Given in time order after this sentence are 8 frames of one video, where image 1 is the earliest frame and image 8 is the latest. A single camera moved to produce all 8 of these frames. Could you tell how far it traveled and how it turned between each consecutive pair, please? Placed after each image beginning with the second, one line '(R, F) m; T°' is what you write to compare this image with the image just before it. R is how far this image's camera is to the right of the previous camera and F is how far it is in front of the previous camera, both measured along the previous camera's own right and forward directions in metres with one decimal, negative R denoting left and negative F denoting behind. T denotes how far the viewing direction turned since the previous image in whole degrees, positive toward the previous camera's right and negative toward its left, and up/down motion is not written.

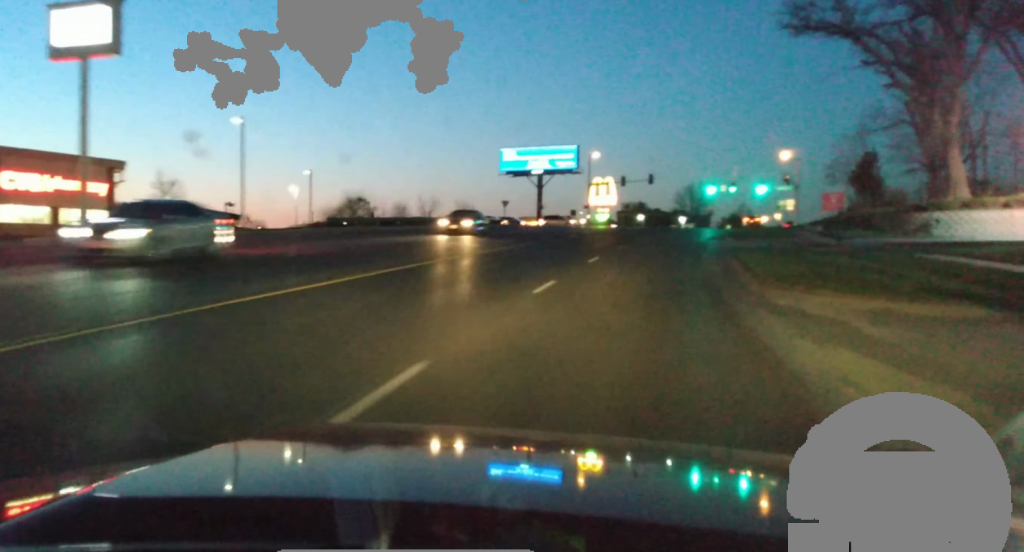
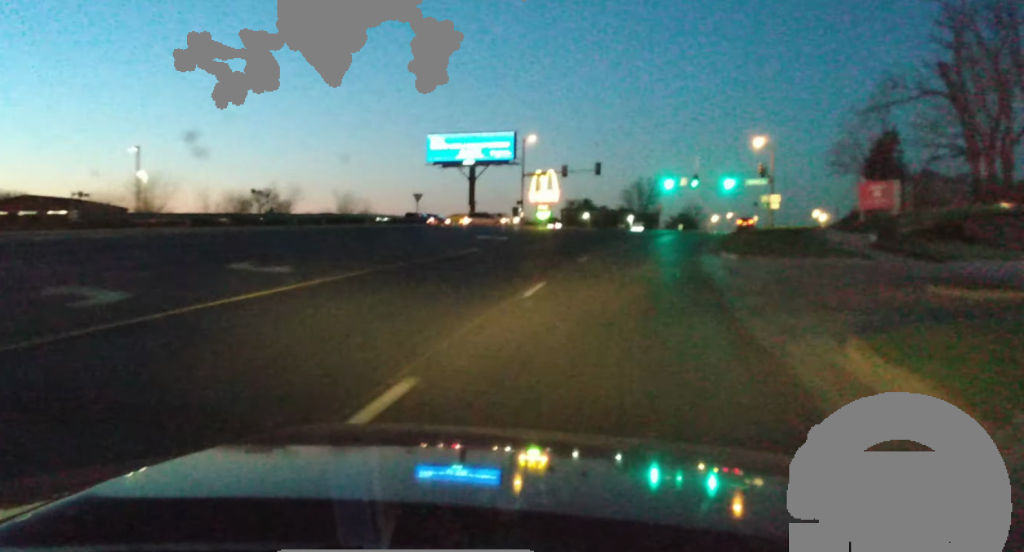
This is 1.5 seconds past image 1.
(+0.4, +24.5) m; +3°
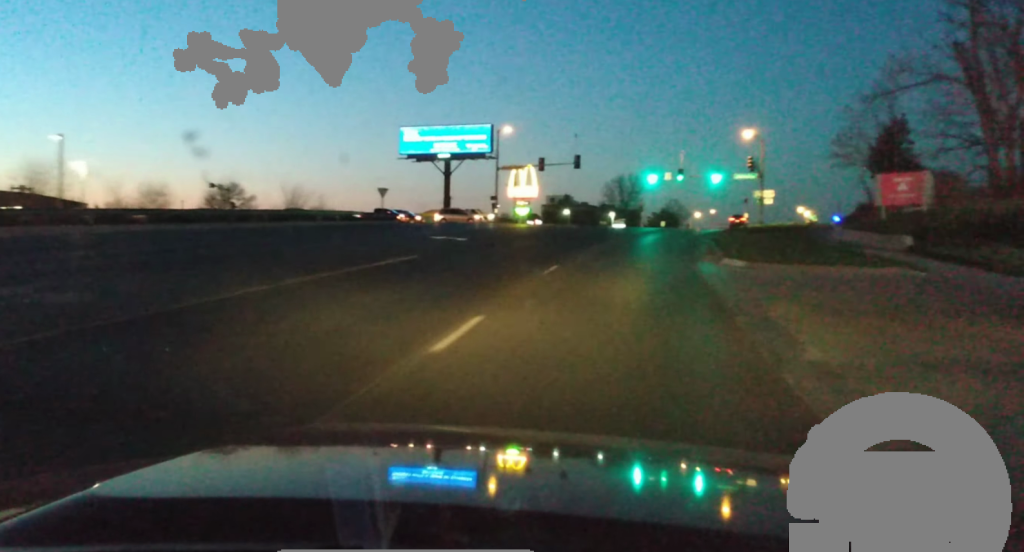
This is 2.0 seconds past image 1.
(+0.3, +6.9) m; +1°
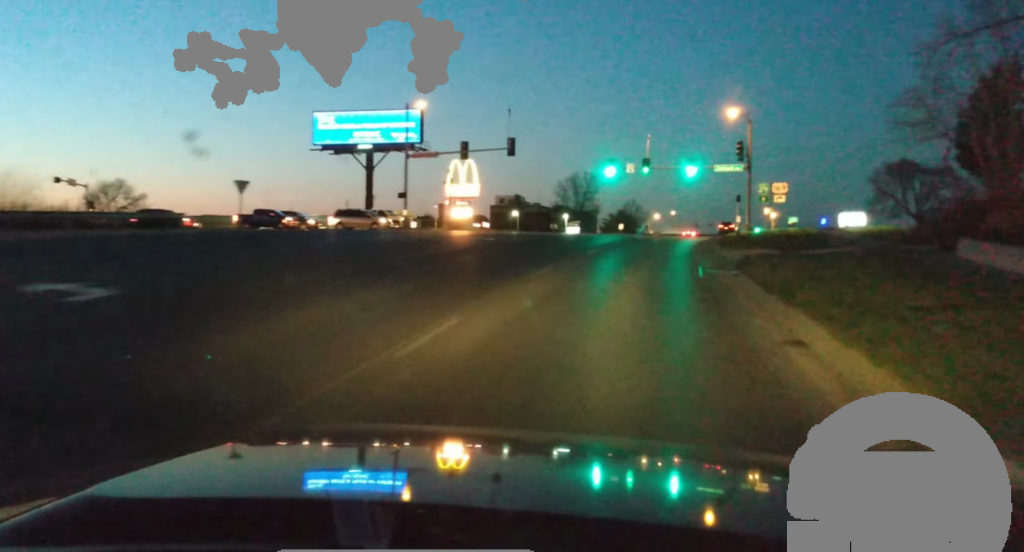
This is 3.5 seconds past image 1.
(+0.1, +24.1) m; +2°
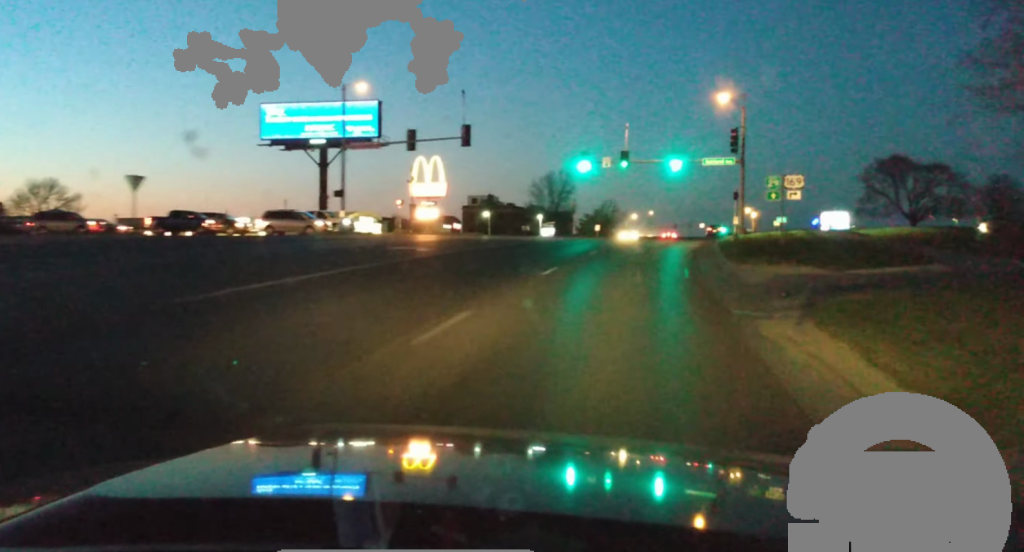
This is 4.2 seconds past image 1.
(+0.1, +11.2) m; +2°
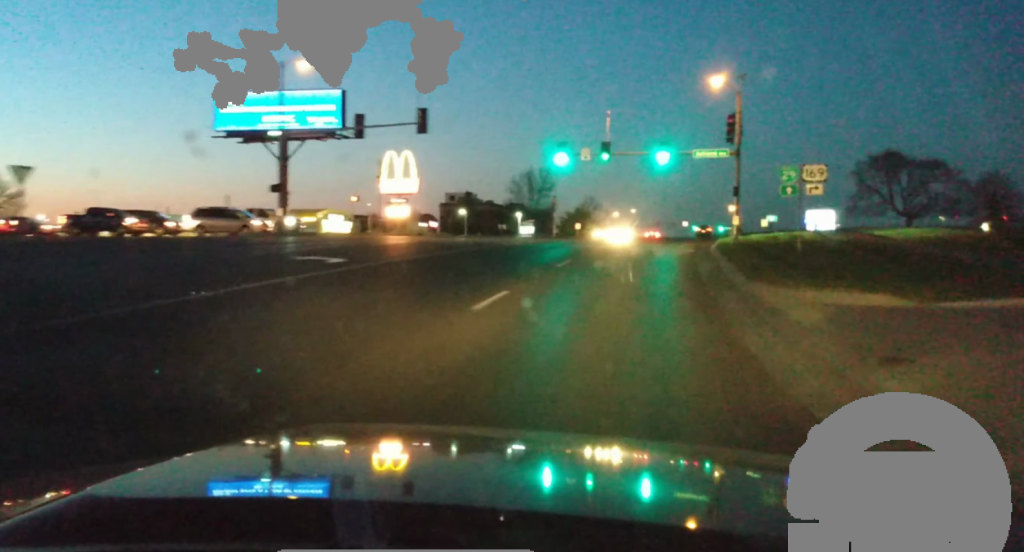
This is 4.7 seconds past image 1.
(+0.2, +8.5) m; +1°
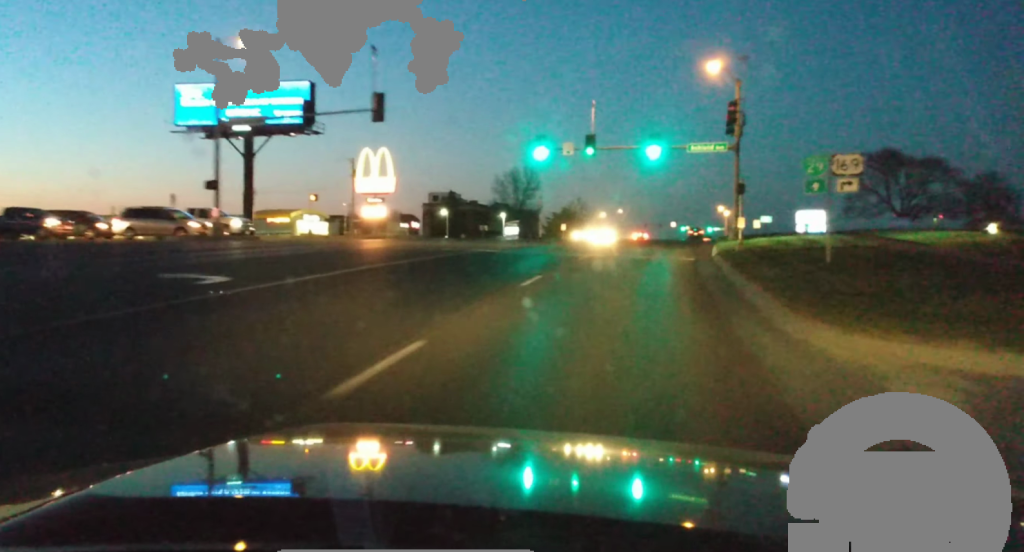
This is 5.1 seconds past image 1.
(+0.1, +6.9) m; 0°
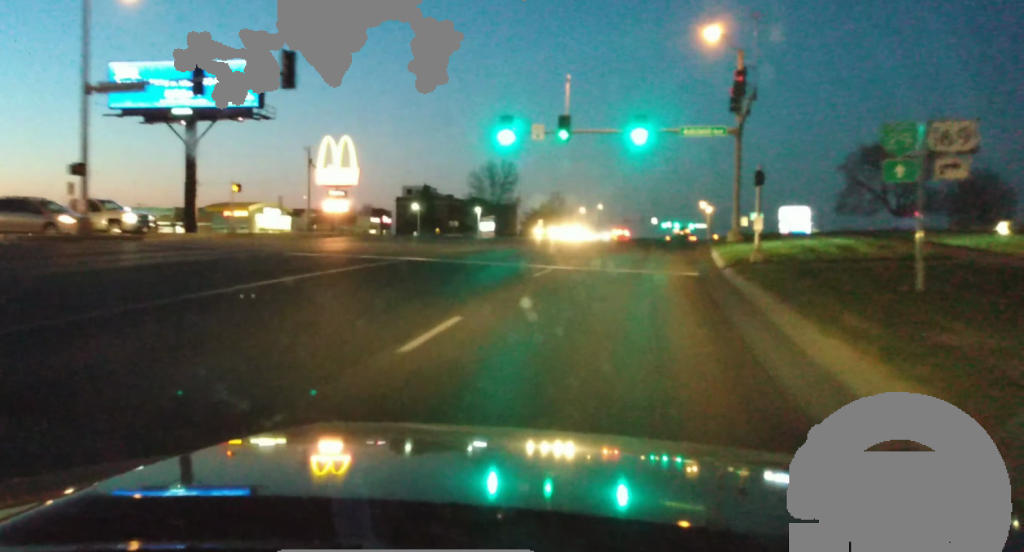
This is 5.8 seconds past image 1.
(0.0, +10.0) m; +1°
